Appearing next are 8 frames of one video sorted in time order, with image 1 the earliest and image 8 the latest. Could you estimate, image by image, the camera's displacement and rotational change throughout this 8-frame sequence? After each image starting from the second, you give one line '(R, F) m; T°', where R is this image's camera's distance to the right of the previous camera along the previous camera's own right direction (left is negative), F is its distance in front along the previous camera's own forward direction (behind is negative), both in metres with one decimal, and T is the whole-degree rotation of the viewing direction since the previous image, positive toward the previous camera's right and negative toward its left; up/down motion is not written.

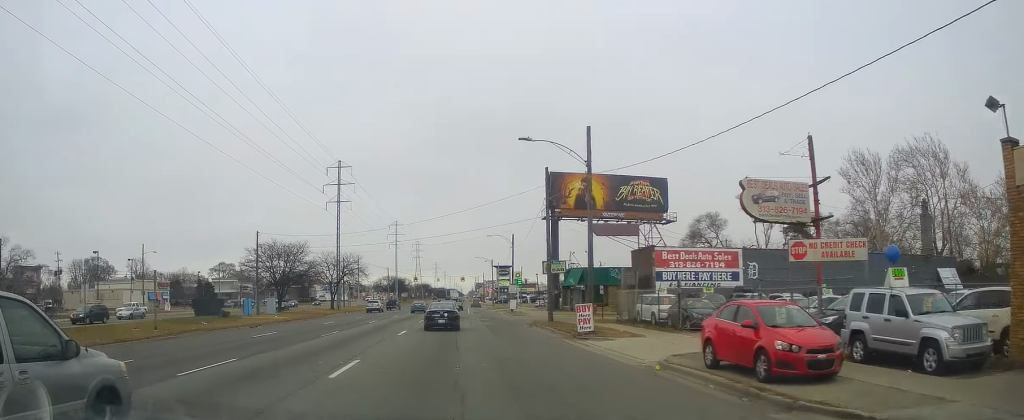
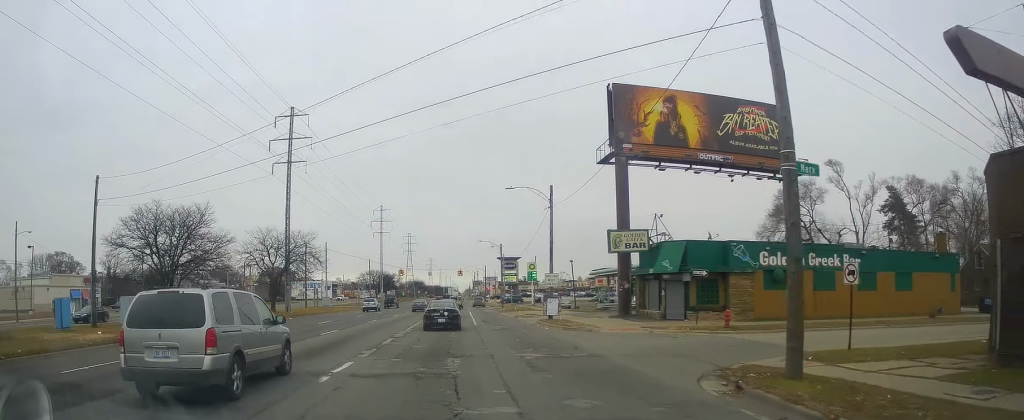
(-0.3, +31.5) m; -1°
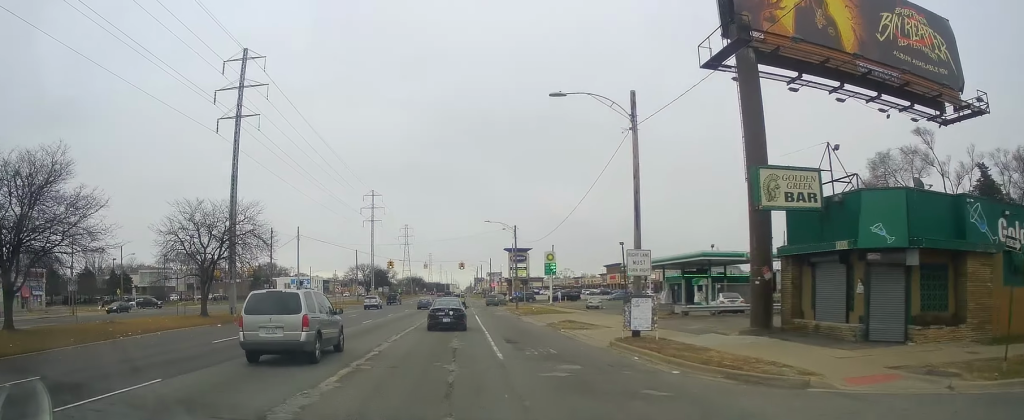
(0.0, +20.3) m; +1°
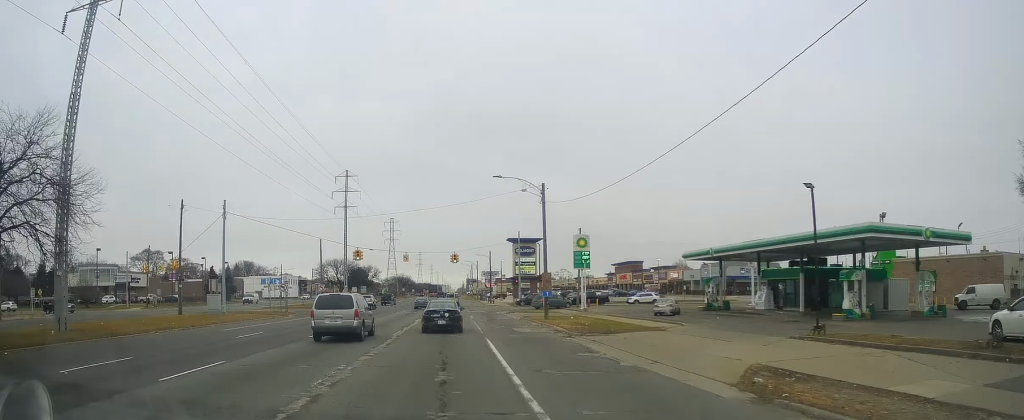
(+0.6, +27.0) m; +1°
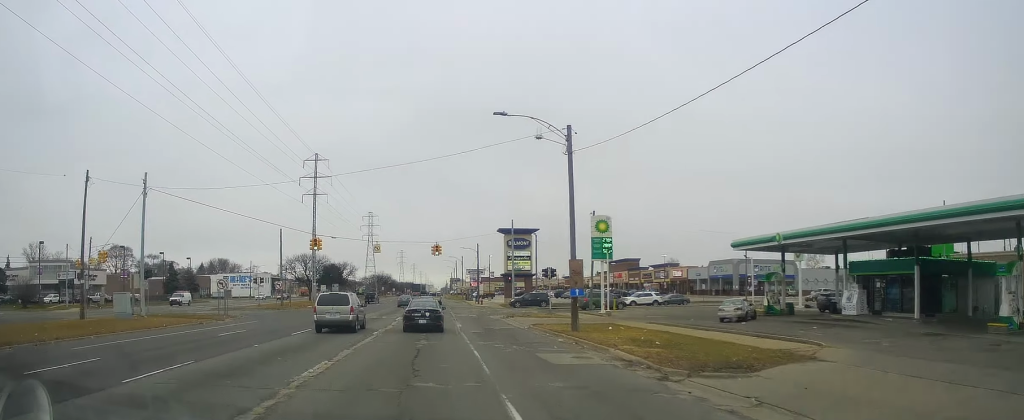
(-0.5, +14.6) m; 0°
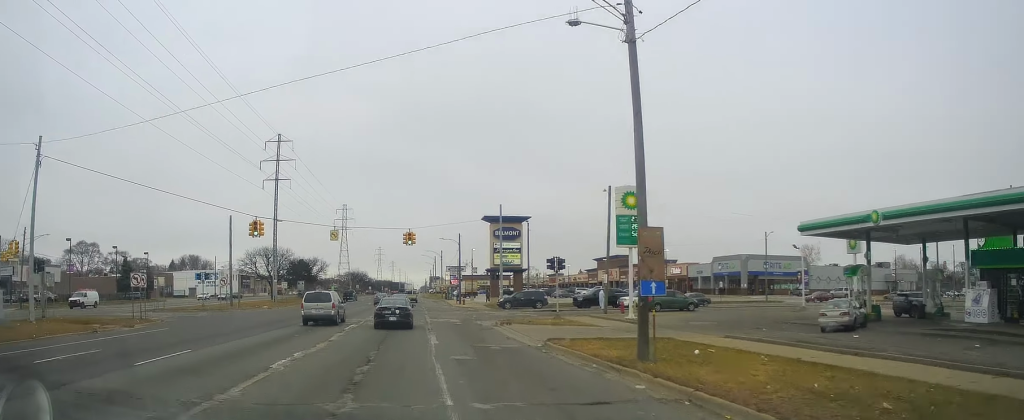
(+0.3, +13.0) m; +2°
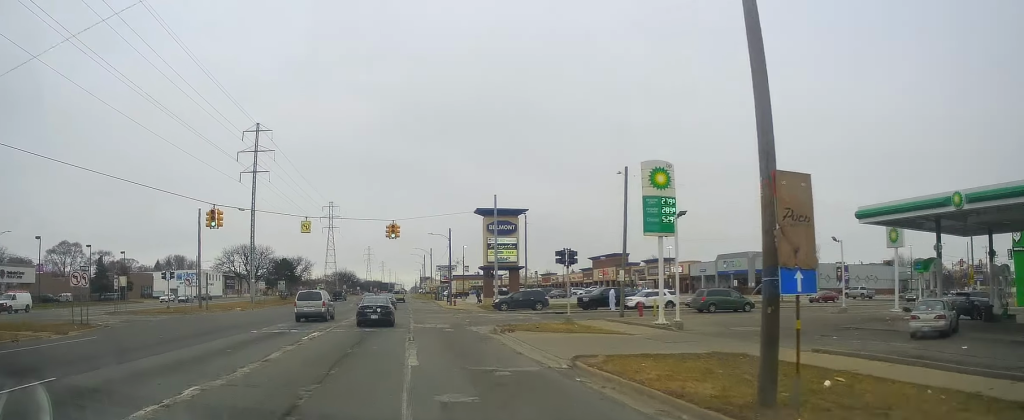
(0.0, +7.3) m; +2°
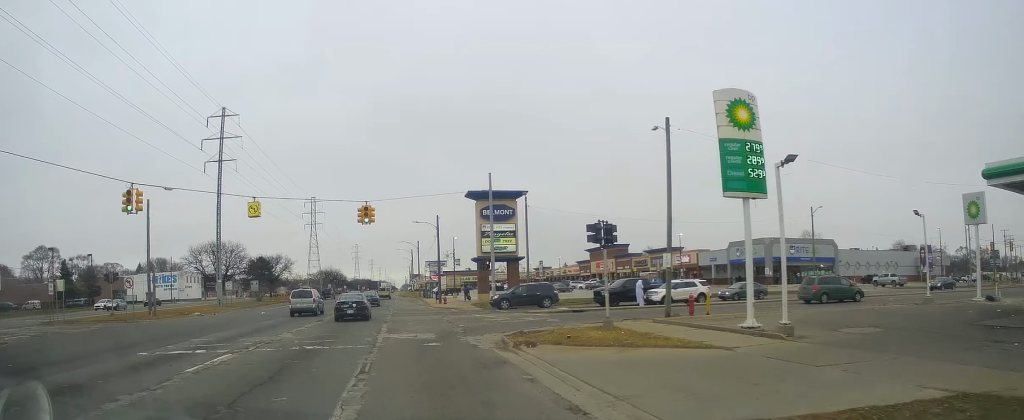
(+0.3, +10.6) m; +2°
